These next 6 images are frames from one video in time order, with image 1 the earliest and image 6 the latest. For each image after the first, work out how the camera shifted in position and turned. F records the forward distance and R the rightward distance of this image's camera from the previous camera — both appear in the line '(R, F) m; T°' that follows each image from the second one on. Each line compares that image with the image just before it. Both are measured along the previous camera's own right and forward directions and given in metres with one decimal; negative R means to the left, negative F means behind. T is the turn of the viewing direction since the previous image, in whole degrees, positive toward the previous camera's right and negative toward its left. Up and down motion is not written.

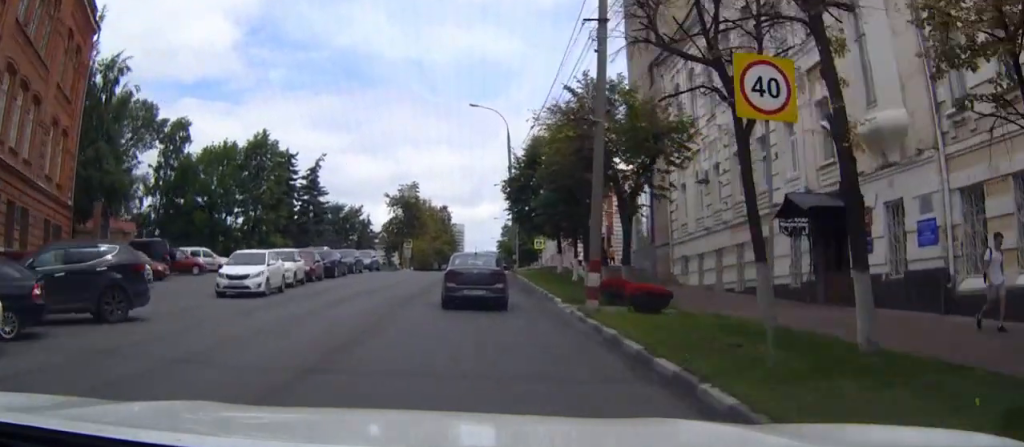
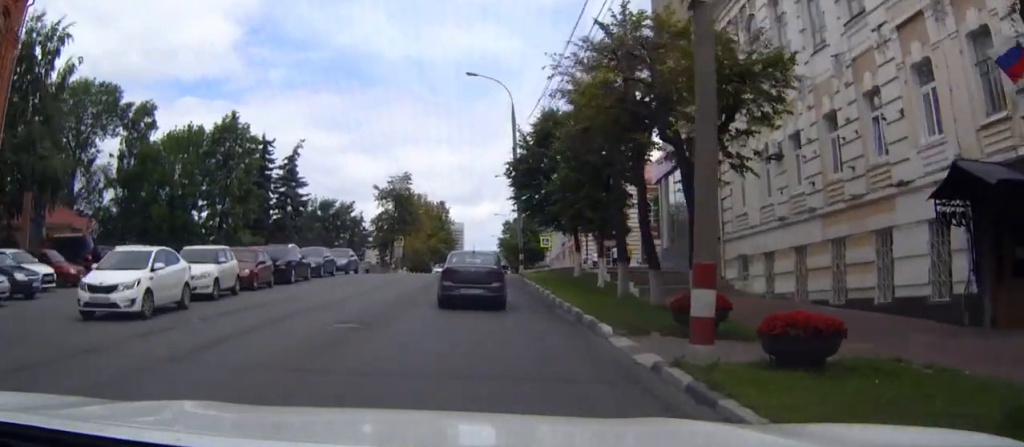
(+0.1, +9.1) m; +1°
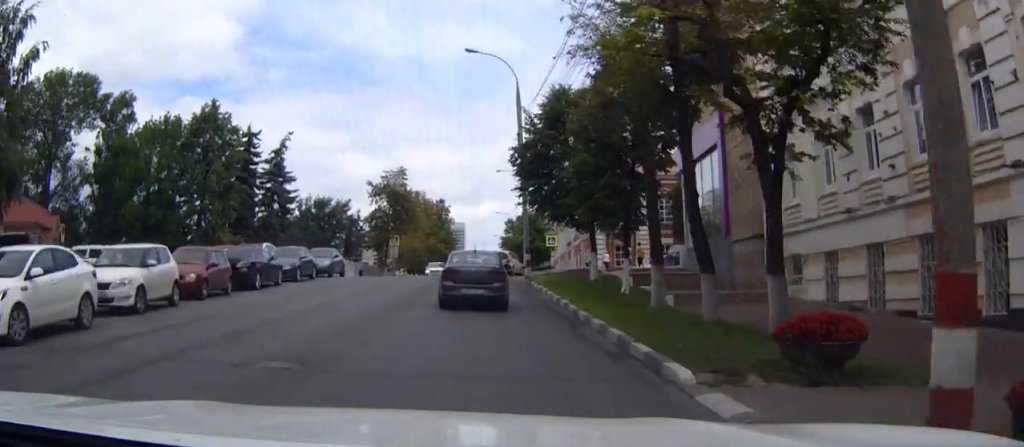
(+0.1, +5.1) m; 0°
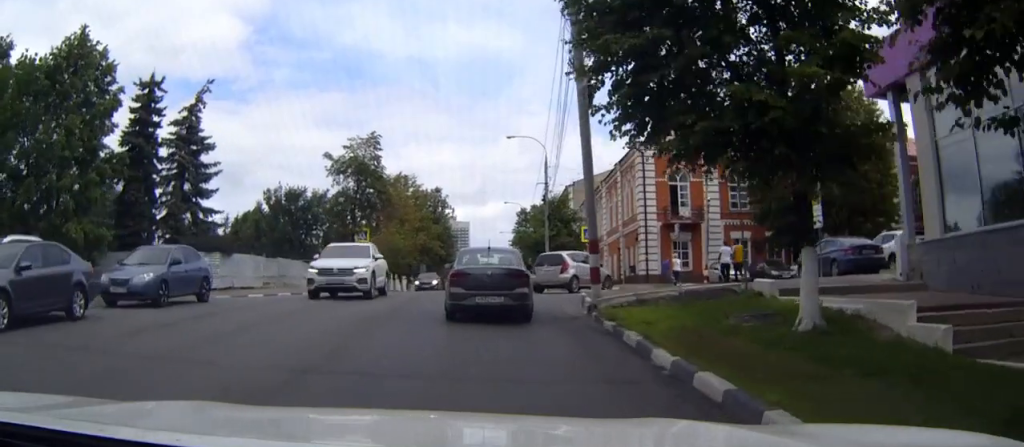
(-0.3, +21.6) m; -1°
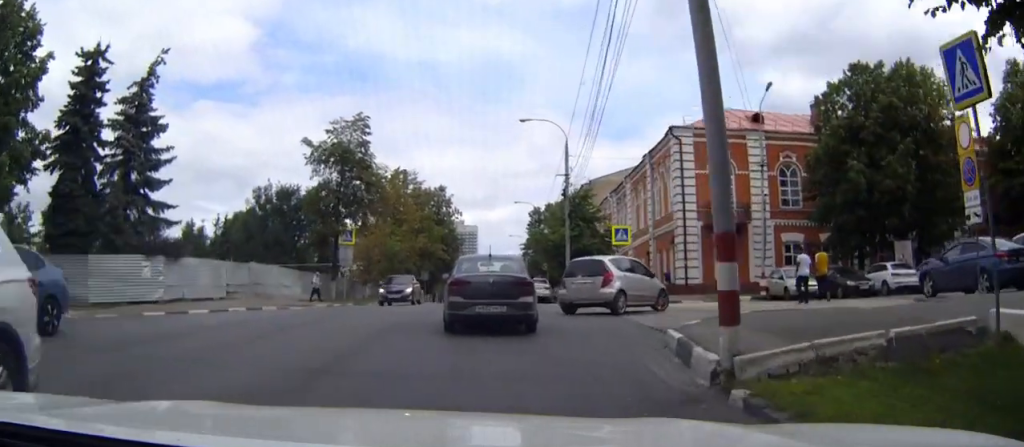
(0.0, +8.9) m; 0°
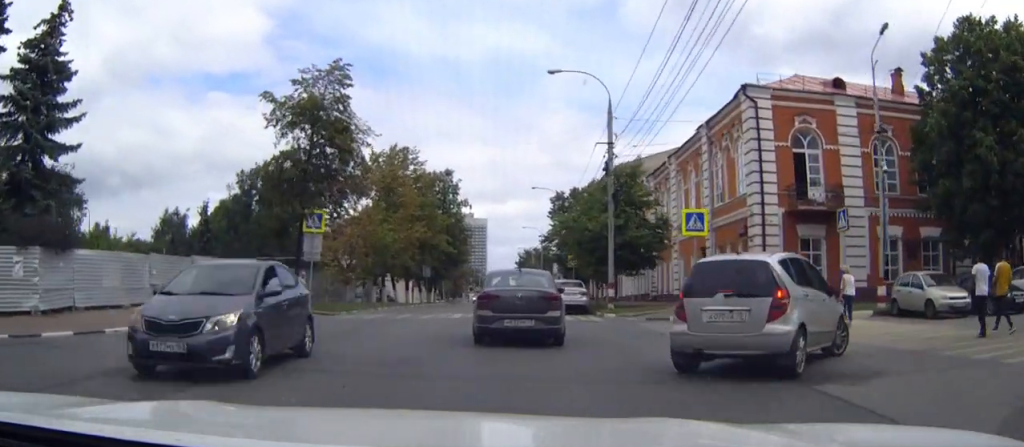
(0.0, +11.0) m; 0°
